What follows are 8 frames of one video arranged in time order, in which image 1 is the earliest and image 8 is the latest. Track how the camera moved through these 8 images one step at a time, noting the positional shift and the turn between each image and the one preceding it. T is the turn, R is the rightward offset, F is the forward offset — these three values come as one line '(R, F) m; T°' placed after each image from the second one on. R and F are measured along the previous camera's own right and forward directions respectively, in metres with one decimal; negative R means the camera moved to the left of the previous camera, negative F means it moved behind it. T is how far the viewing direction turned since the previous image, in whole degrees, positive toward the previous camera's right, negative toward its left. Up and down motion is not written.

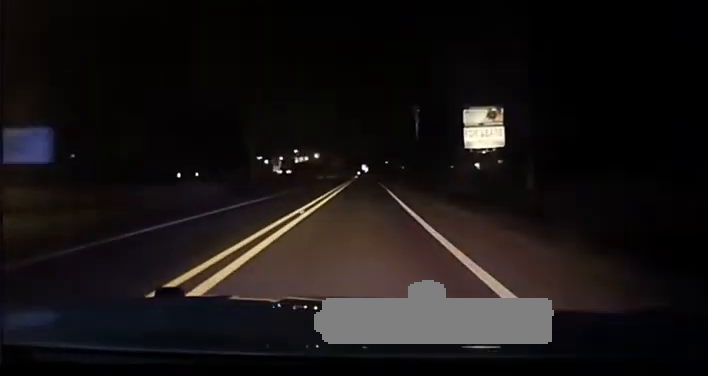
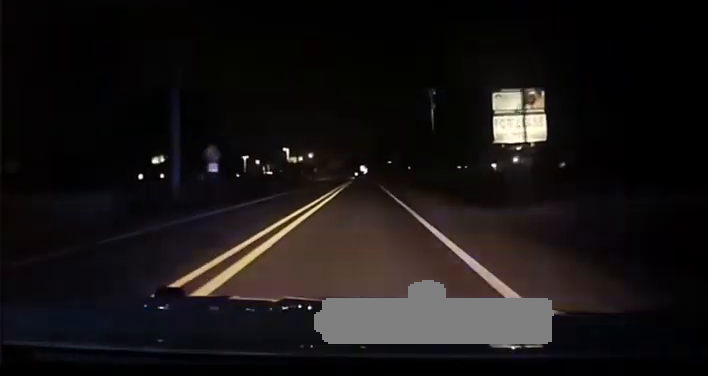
(-0.1, +30.2) m; 0°
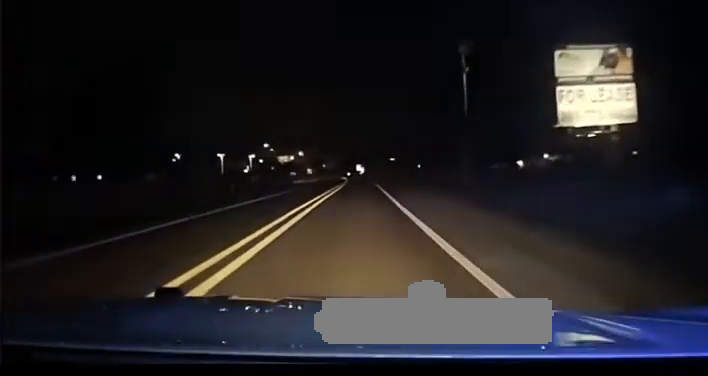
(0.0, +32.4) m; +1°
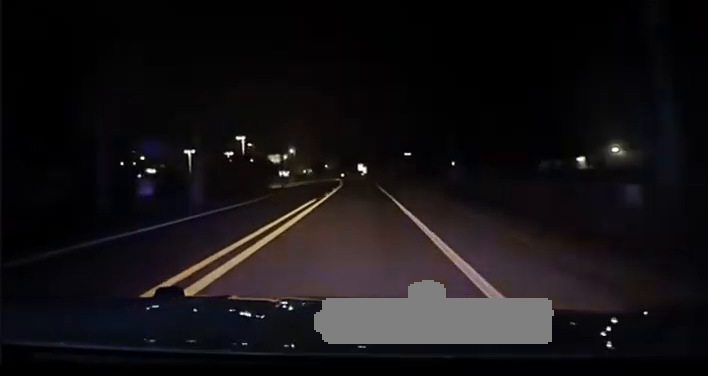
(+0.4, +36.3) m; 0°
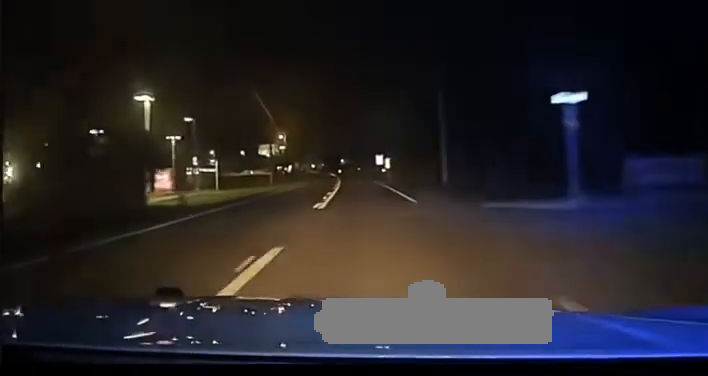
(-0.6, +54.1) m; -2°
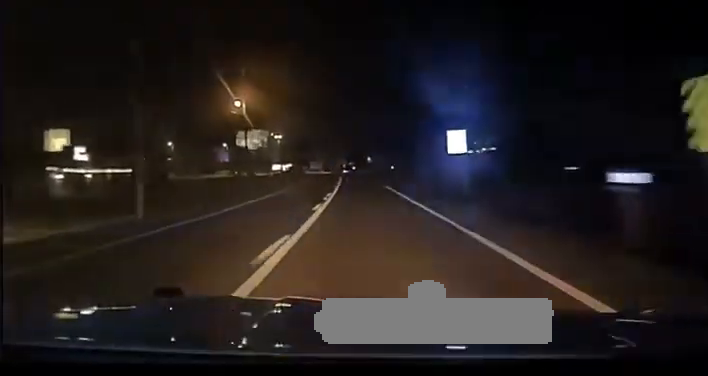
(-1.1, +69.1) m; -2°
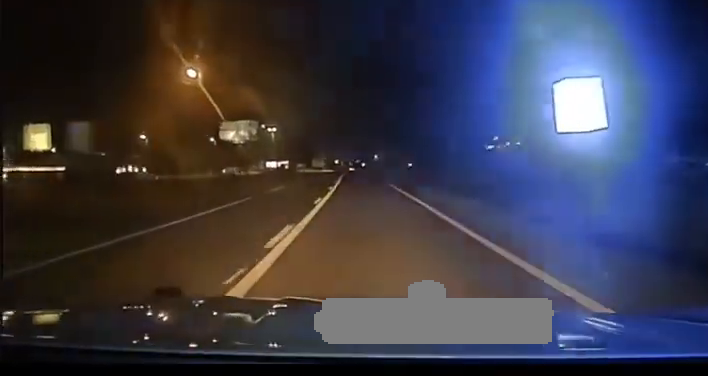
(-0.3, +23.8) m; -1°
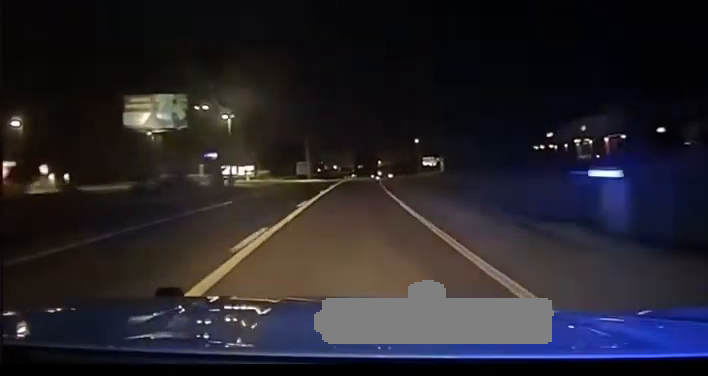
(-0.6, +55.9) m; 0°
